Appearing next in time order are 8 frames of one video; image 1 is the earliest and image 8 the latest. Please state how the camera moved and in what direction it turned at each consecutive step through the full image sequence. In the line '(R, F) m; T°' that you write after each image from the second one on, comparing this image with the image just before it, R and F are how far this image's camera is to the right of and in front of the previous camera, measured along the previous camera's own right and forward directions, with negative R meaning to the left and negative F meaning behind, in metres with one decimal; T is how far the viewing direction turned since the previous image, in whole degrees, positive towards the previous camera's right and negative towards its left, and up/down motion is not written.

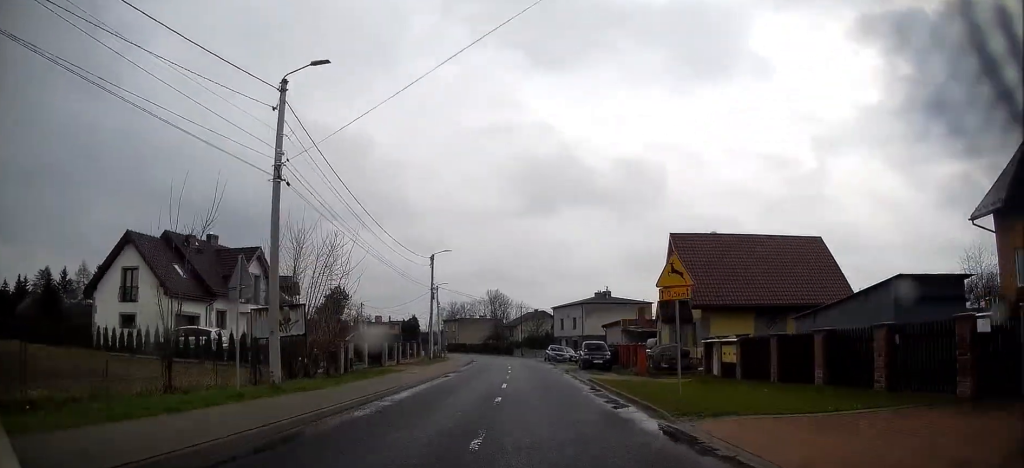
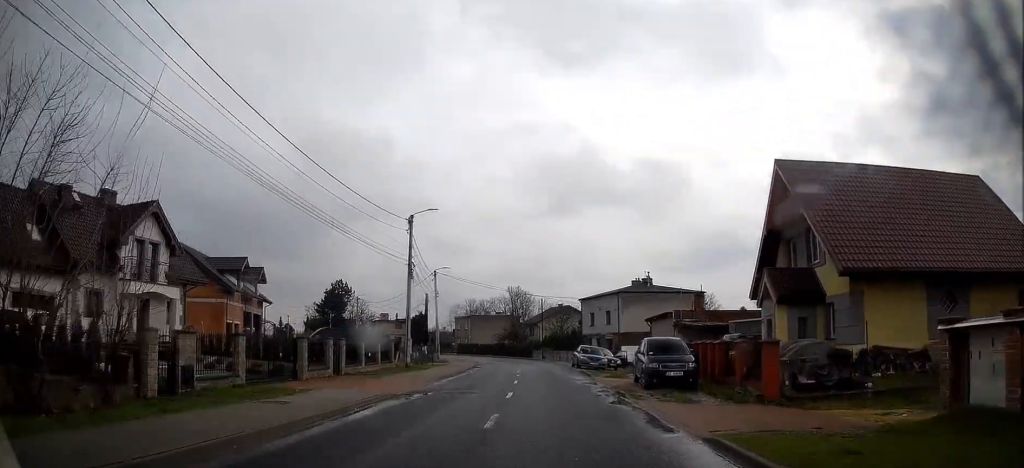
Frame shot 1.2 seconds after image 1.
(-0.3, +15.5) m; -2°
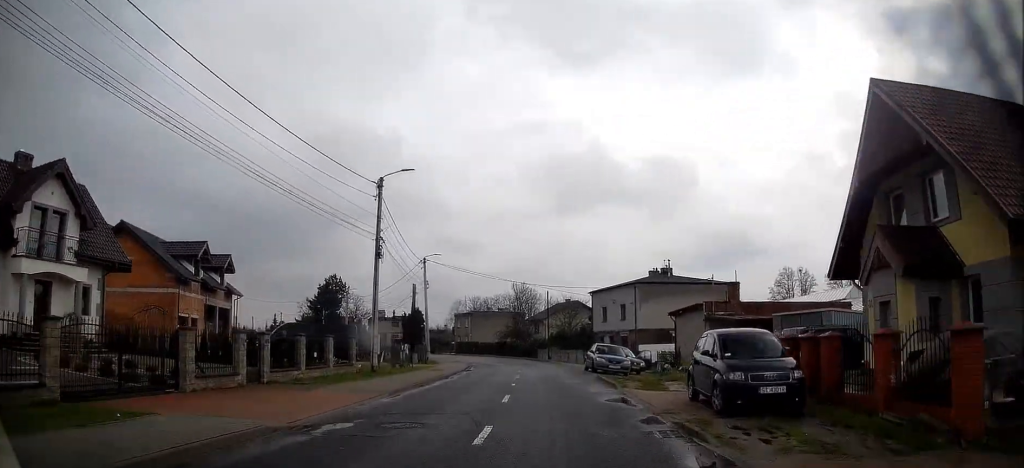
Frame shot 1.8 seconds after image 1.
(0.0, +7.5) m; -1°
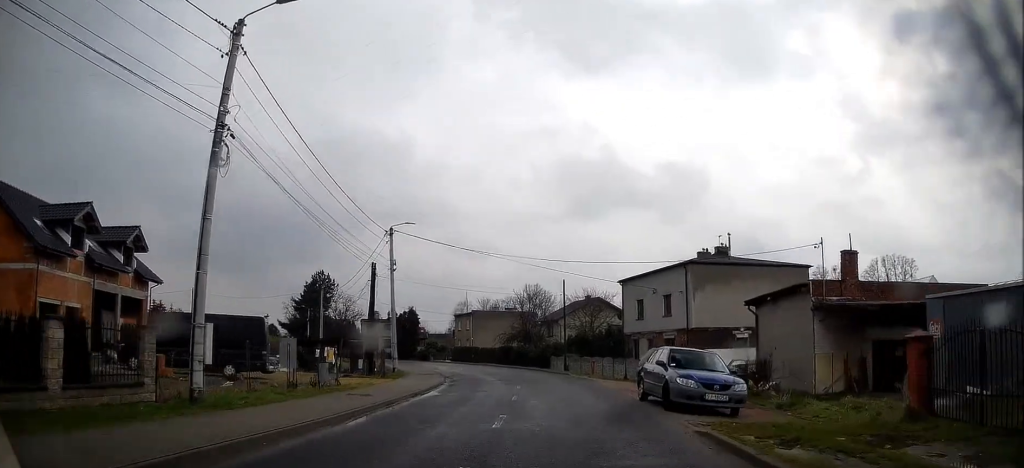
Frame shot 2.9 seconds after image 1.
(-0.3, +15.5) m; -2°
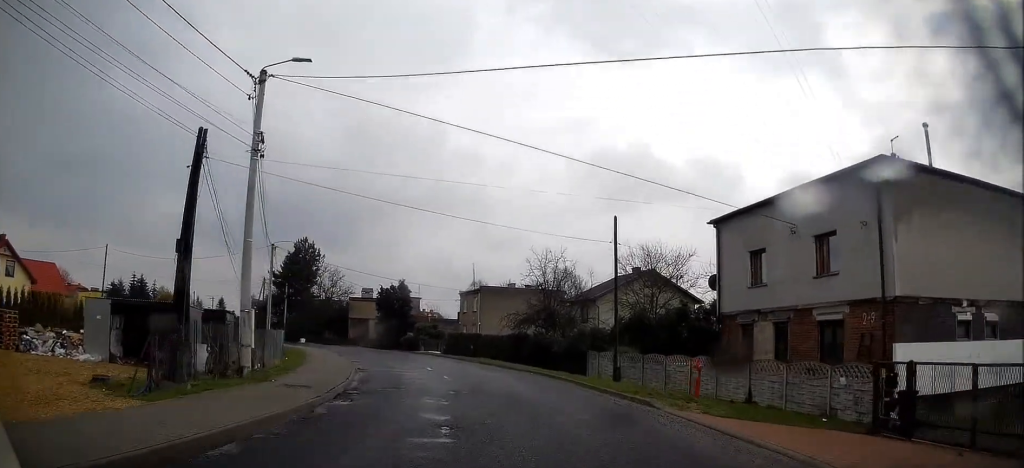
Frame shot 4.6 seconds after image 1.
(-0.4, +21.4) m; -2°
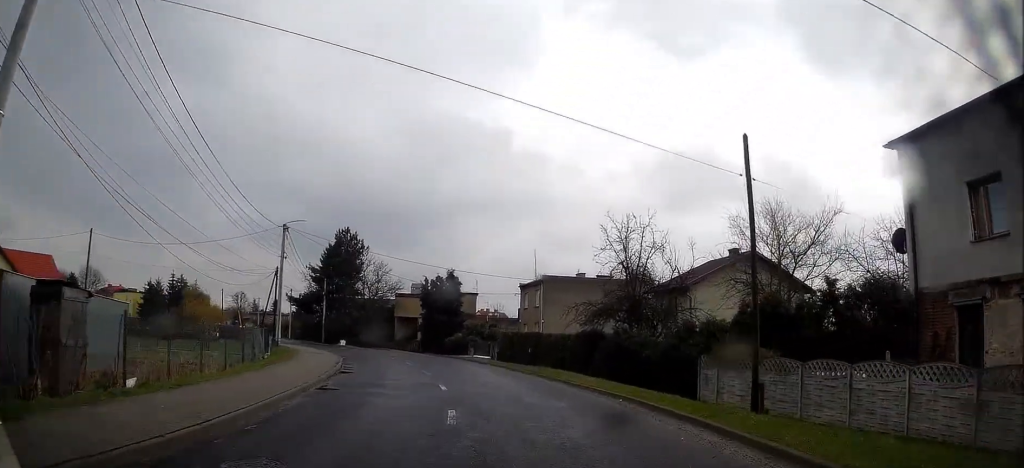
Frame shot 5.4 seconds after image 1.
(-0.2, +11.0) m; -4°
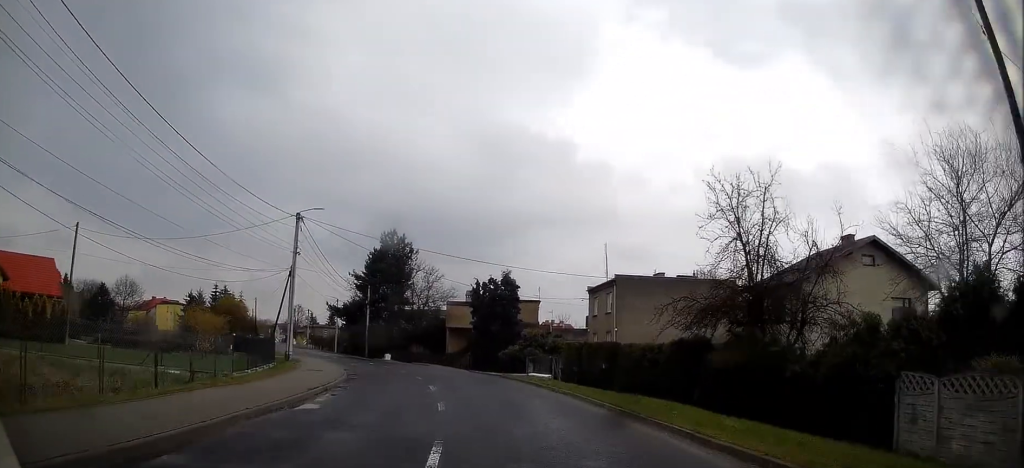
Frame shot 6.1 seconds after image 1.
(-0.3, +8.7) m; -4°
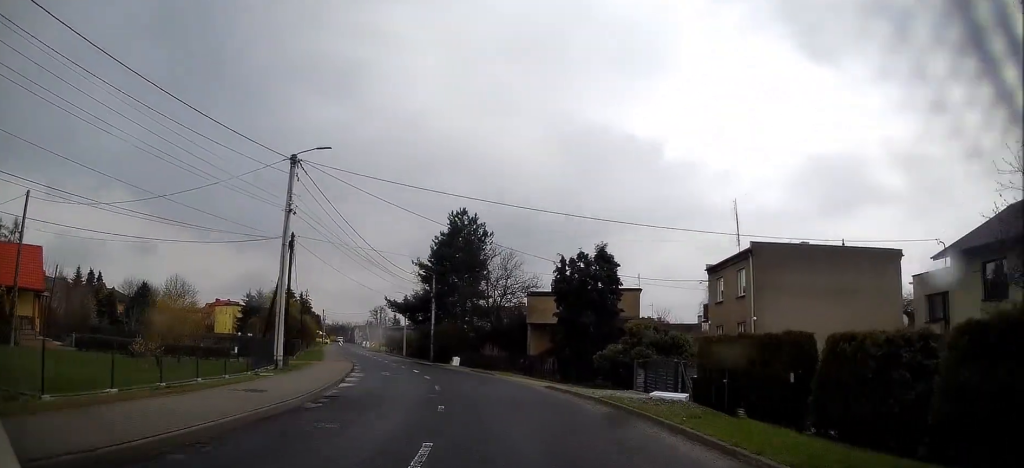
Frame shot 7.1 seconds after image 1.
(-0.8, +12.3) m; -7°
